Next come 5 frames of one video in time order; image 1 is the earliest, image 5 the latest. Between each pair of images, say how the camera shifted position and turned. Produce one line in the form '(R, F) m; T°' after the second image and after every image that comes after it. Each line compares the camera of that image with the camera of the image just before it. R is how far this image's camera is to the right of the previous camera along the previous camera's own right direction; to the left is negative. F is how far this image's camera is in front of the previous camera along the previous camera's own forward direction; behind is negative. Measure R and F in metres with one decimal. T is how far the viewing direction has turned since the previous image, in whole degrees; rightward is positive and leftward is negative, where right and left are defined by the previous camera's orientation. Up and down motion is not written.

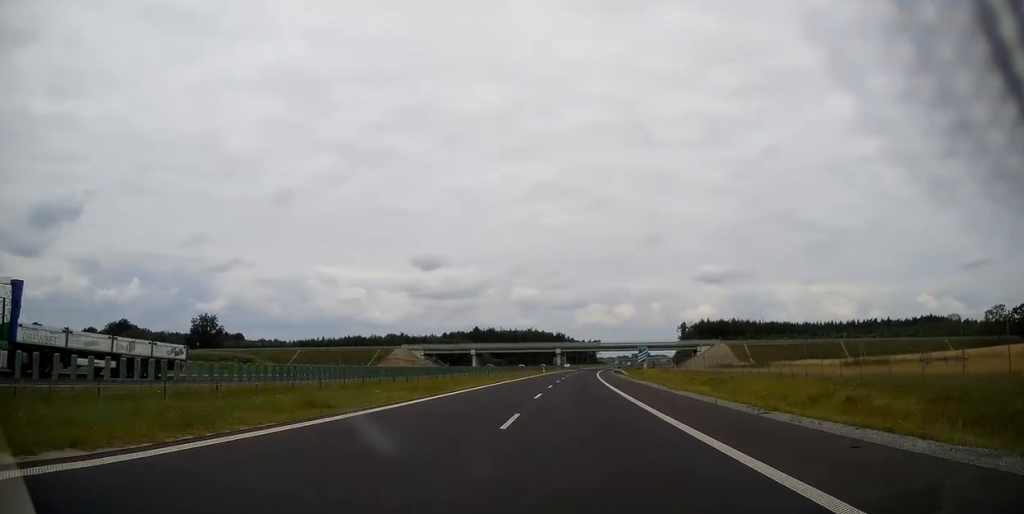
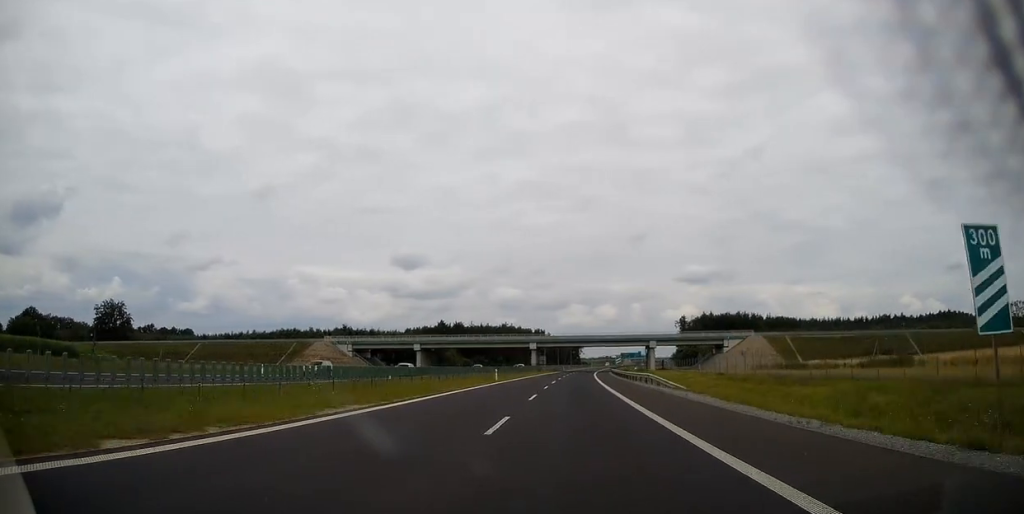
(+0.8, +48.7) m; +2°
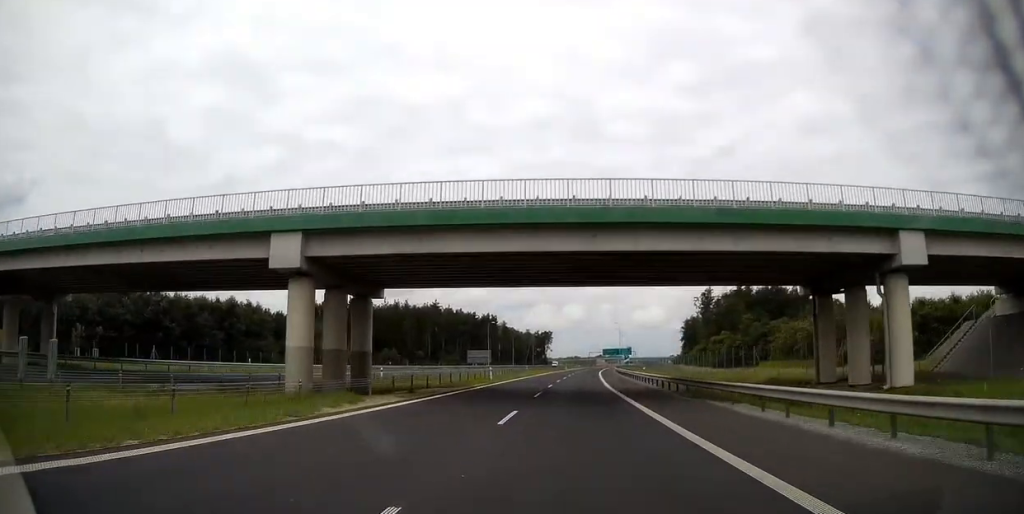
(+2.7, +104.5) m; +3°
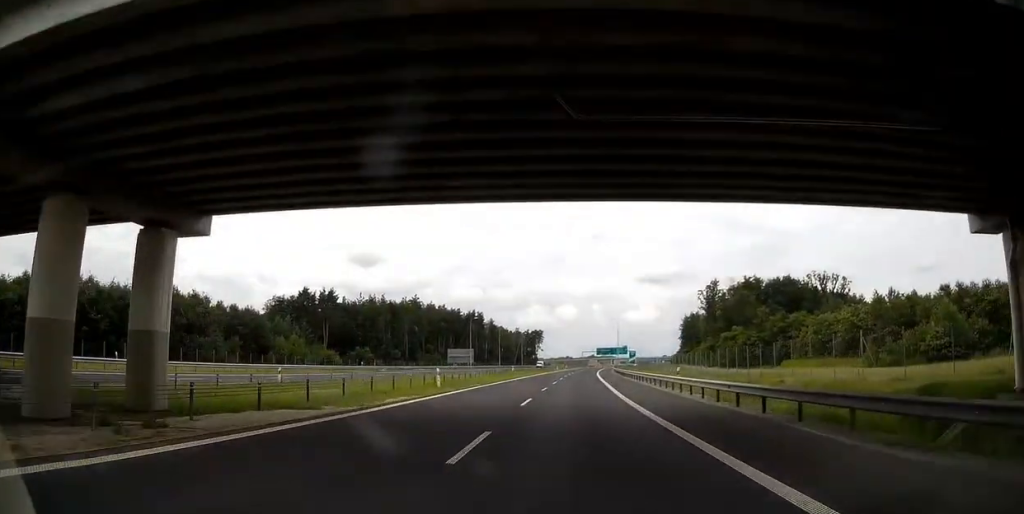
(+0.1, +17.4) m; +1°
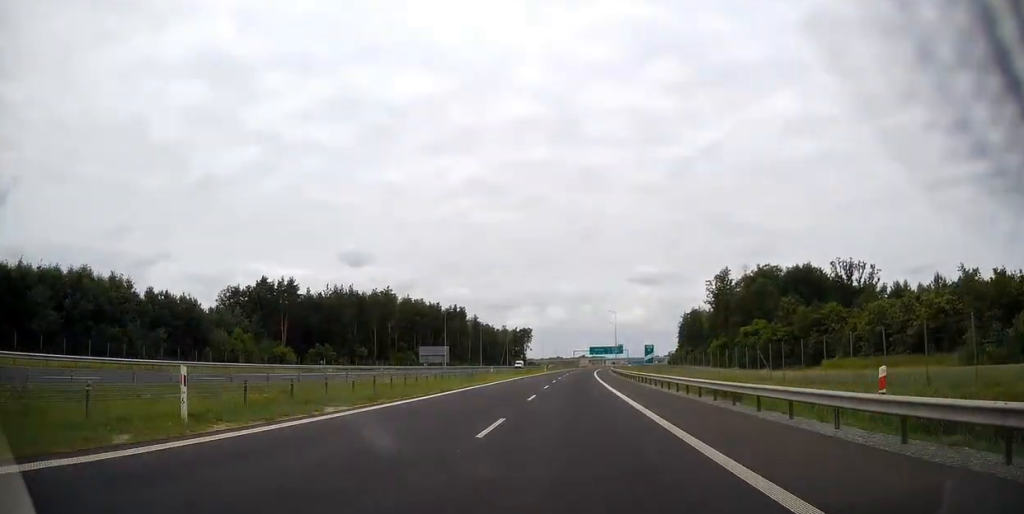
(+0.1, +20.8) m; +1°
